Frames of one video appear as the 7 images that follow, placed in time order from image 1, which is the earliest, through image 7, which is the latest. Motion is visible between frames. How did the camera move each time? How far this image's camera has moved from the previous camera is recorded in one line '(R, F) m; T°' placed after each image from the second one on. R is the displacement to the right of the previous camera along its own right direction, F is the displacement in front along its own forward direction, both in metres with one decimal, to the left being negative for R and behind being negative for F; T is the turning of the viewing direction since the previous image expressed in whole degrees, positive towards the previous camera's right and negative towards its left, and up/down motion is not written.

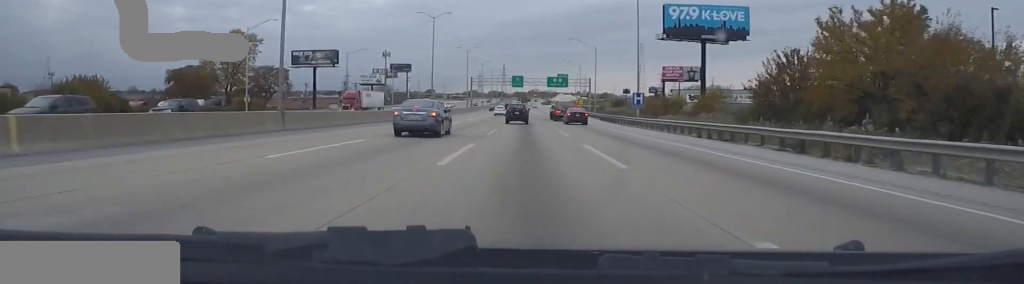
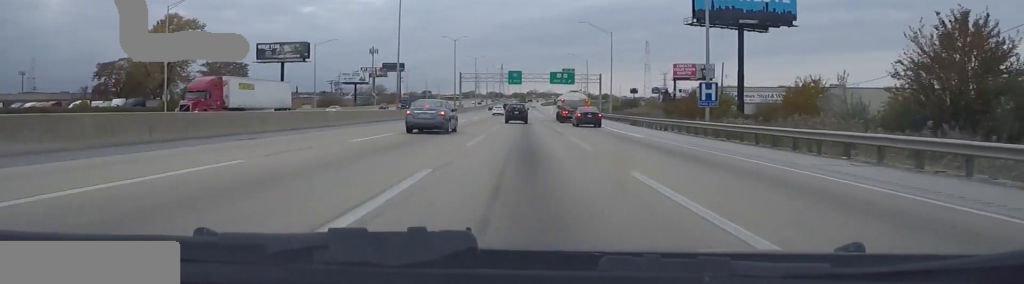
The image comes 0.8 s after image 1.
(-0.9, +23.8) m; -2°
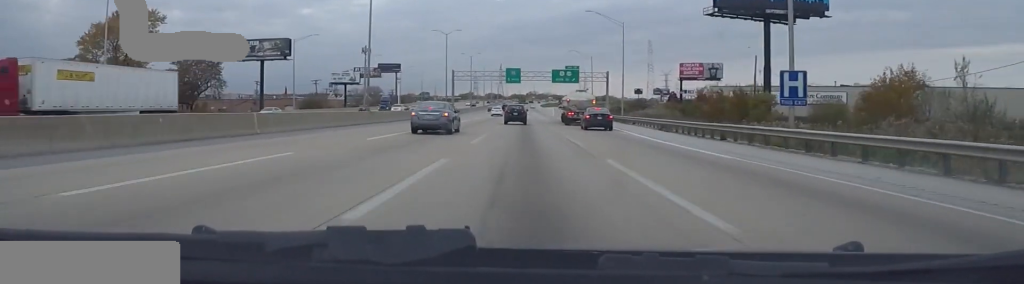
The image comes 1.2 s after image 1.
(-0.3, +12.4) m; -1°
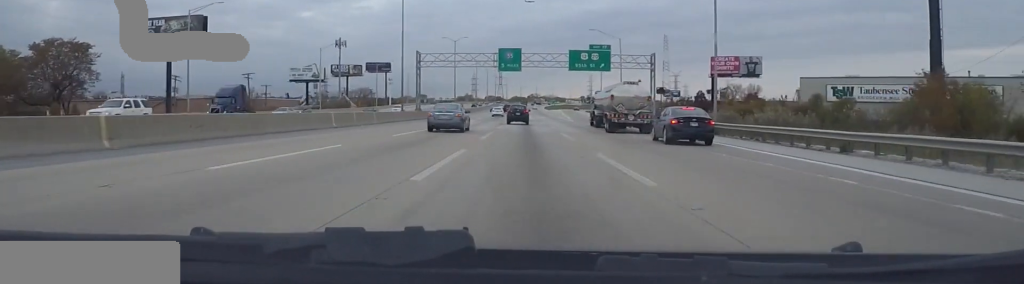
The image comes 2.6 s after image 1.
(+0.7, +41.2) m; +1°
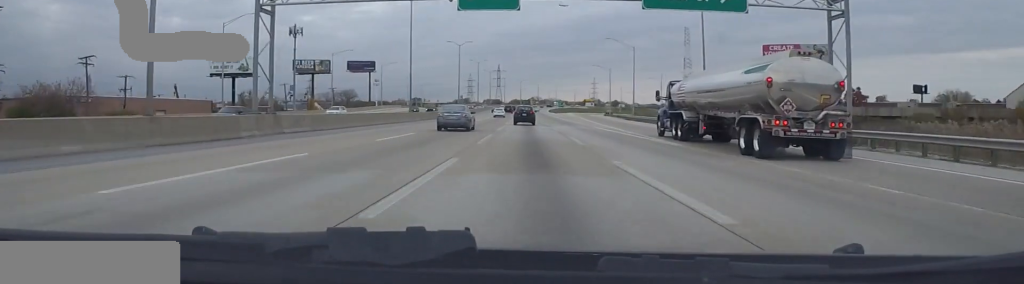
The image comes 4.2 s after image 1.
(-0.3, +48.0) m; 0°
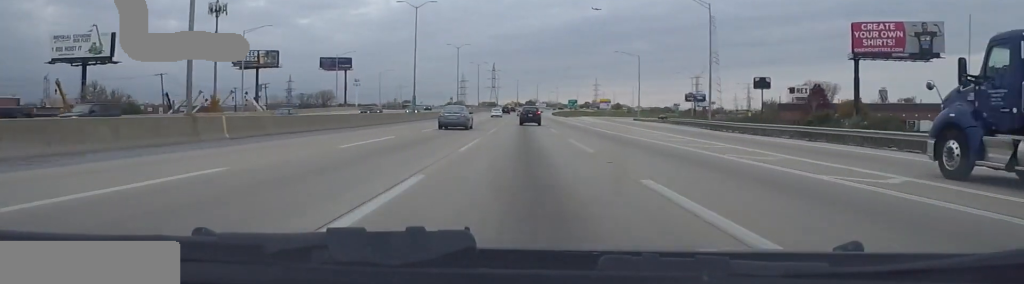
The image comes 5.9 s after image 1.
(+0.1, +50.1) m; -1°
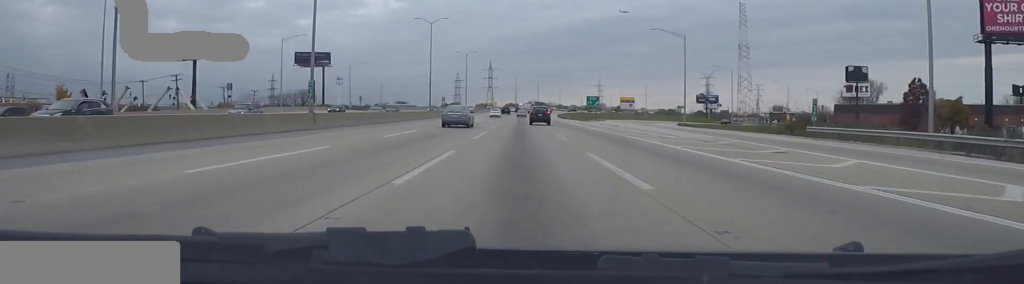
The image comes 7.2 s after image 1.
(+0.1, +39.1) m; +1°
